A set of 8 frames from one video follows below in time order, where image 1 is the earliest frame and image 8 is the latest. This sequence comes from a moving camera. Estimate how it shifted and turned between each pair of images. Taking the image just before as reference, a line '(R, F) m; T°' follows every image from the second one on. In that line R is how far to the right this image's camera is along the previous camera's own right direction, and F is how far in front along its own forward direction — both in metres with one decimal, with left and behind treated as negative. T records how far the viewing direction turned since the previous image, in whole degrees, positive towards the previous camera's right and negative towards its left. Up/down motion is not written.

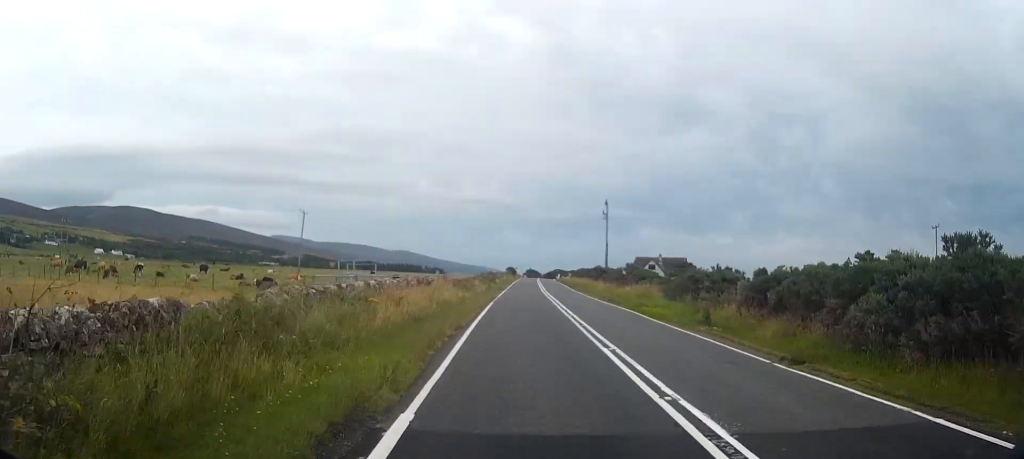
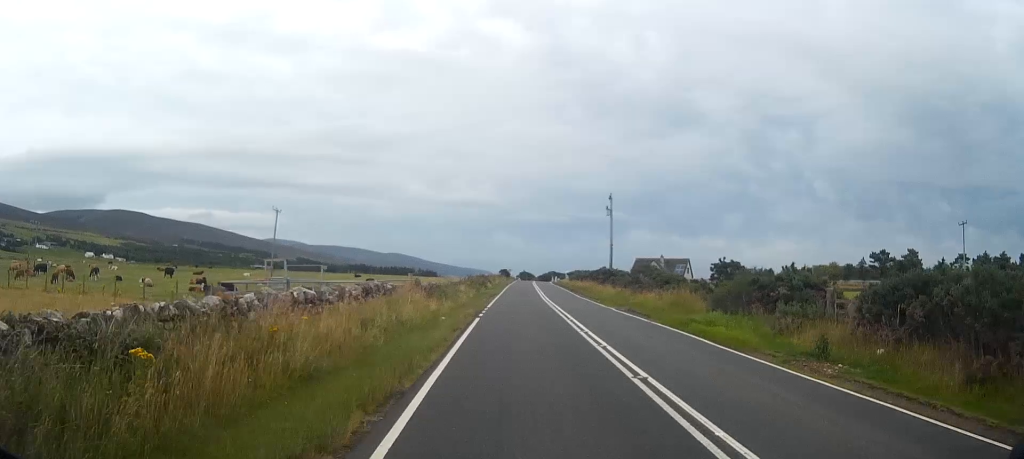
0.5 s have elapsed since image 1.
(0.0, +7.9) m; +1°
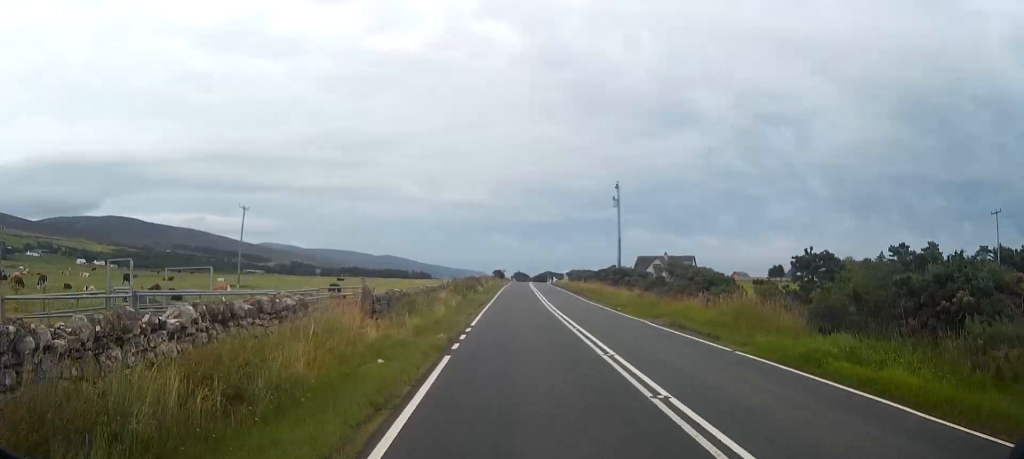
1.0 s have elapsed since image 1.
(+0.1, +8.4) m; 0°
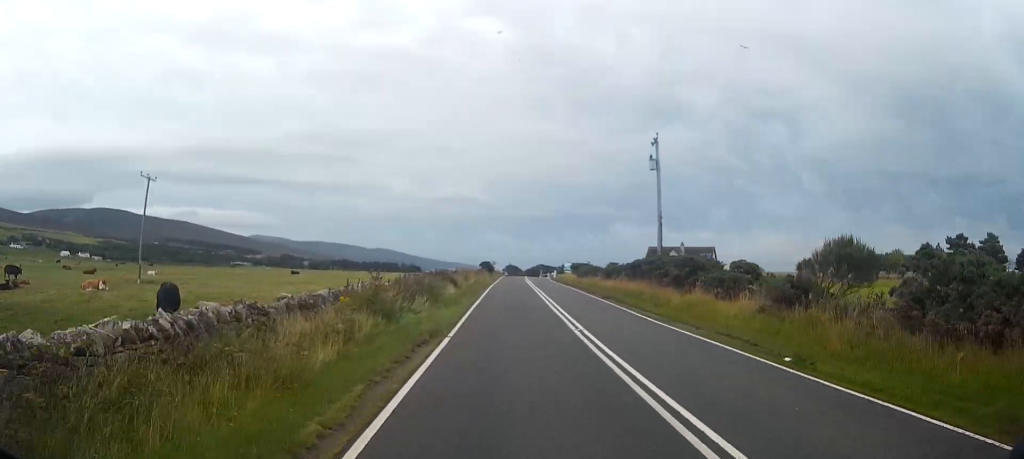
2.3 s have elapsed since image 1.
(0.0, +19.2) m; +1°
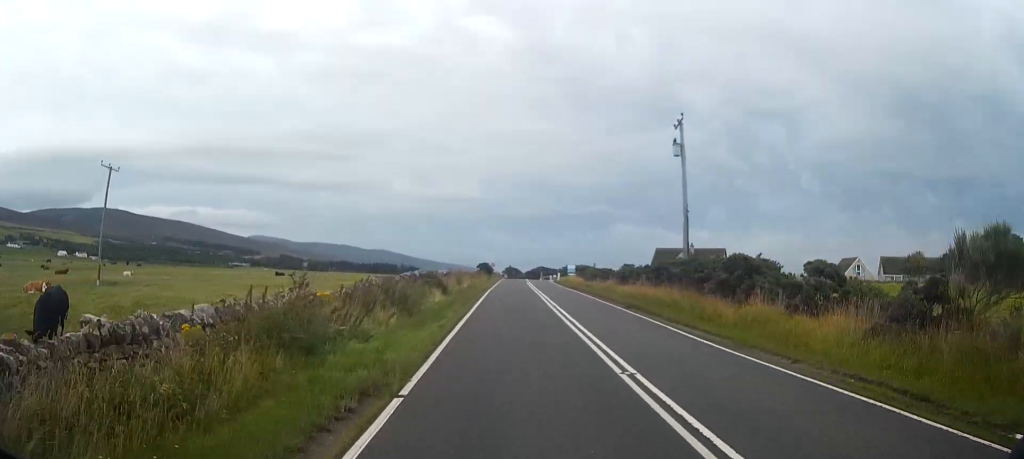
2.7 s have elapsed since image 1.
(0.0, +6.1) m; 0°
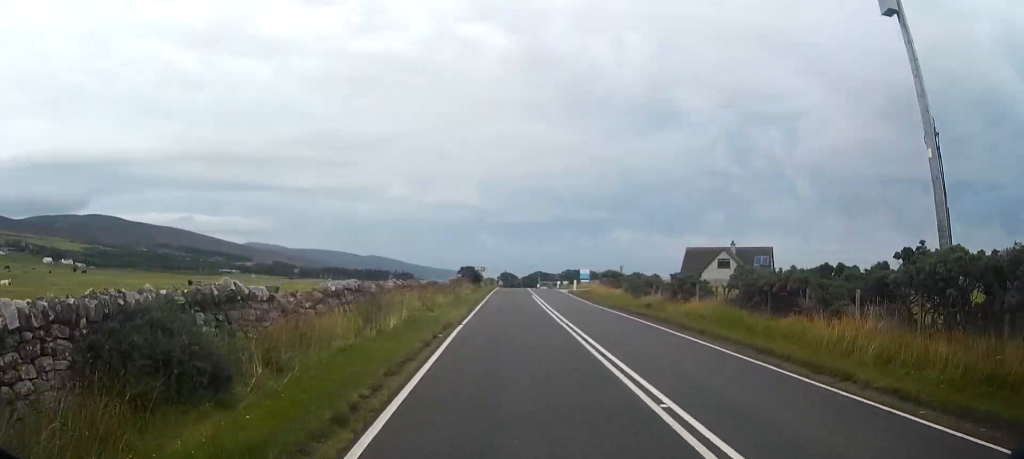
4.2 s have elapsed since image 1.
(+0.2, +22.6) m; +1°
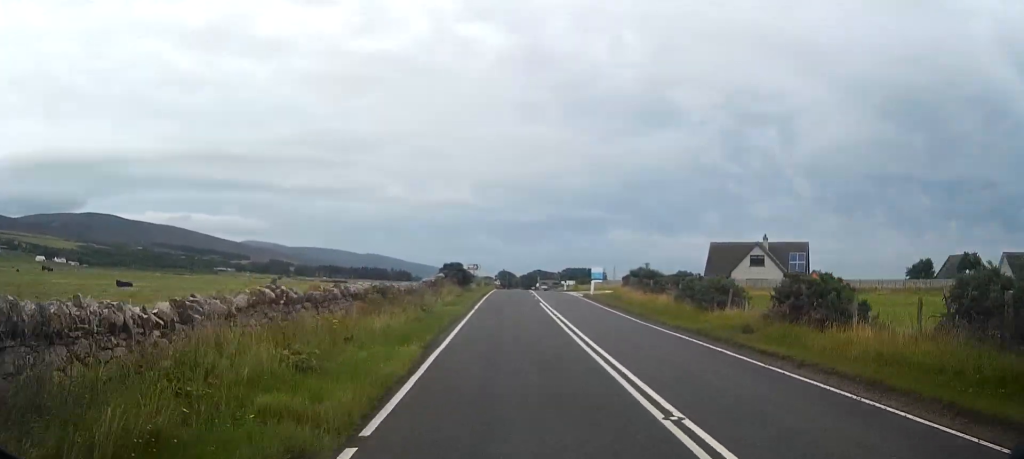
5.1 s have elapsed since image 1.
(+0.1, +12.1) m; 0°
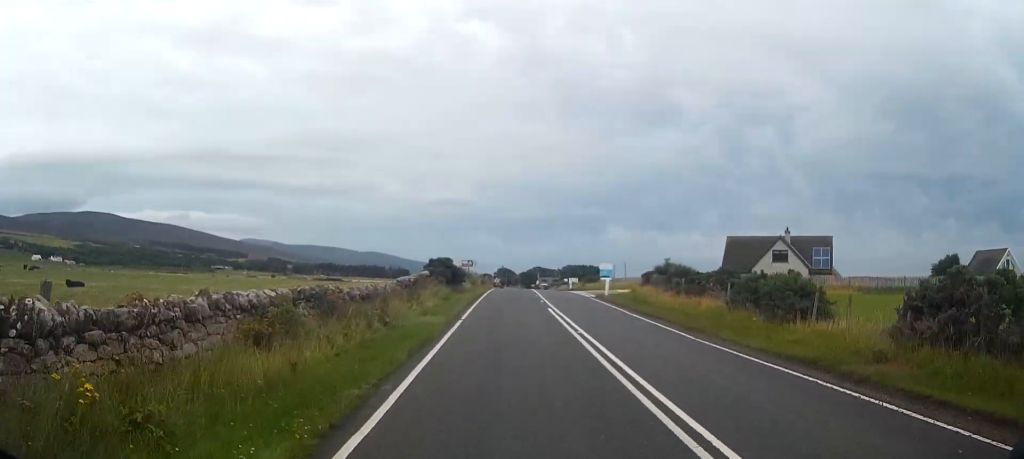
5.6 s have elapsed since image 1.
(0.0, +6.7) m; 0°
